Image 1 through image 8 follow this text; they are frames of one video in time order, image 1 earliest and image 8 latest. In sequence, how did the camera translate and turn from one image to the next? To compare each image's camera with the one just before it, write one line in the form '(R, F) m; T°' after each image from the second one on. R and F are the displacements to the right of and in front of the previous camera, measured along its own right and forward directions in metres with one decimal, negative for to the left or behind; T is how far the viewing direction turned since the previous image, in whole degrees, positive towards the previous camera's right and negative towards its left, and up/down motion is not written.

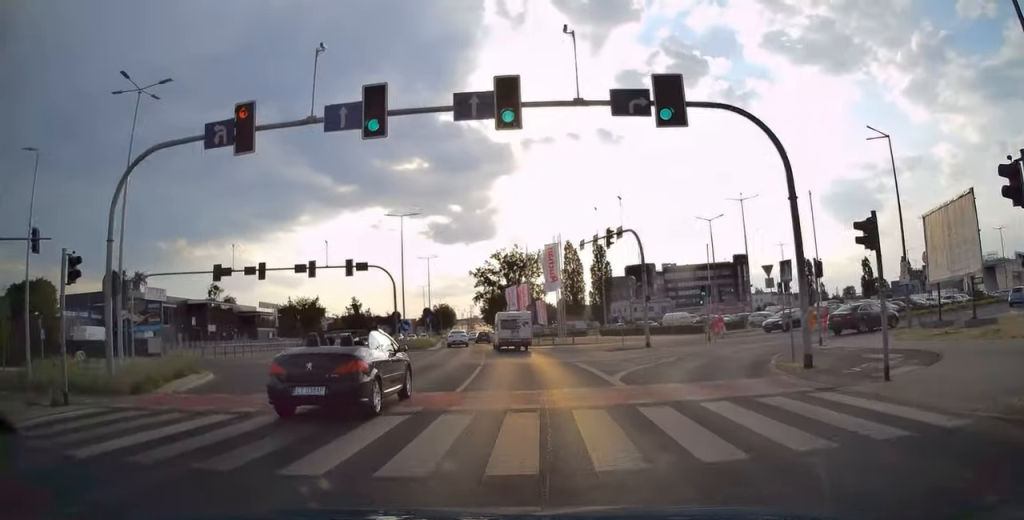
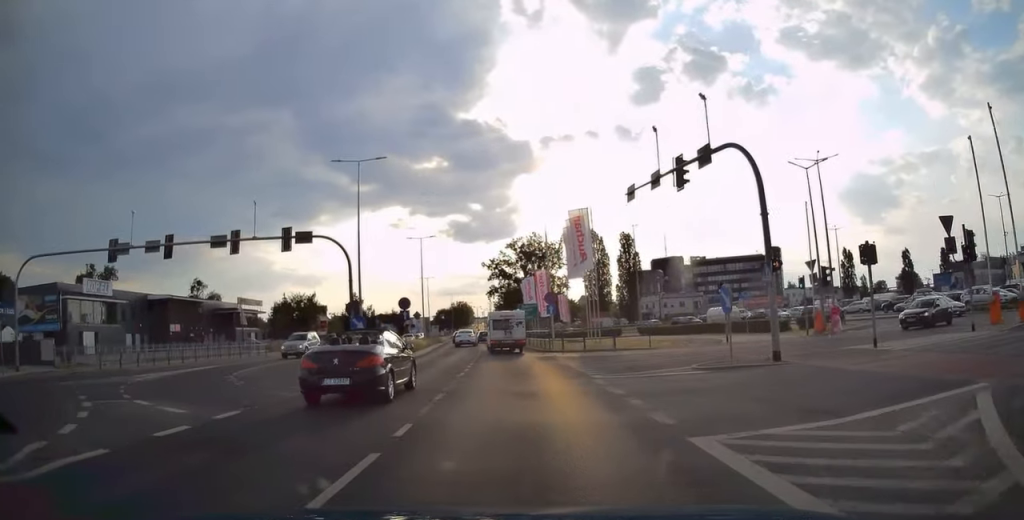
(+0.2, +15.9) m; -2°
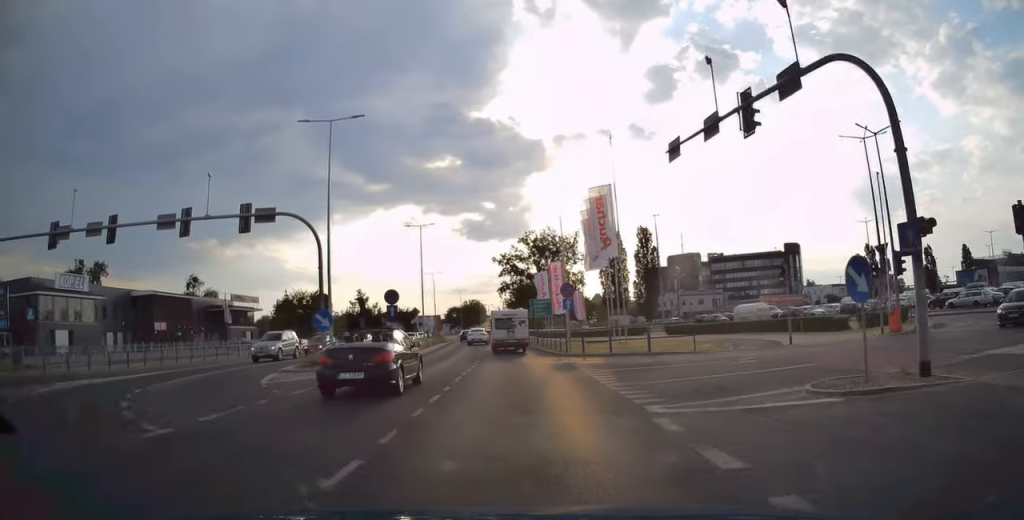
(-0.4, +6.6) m; -1°
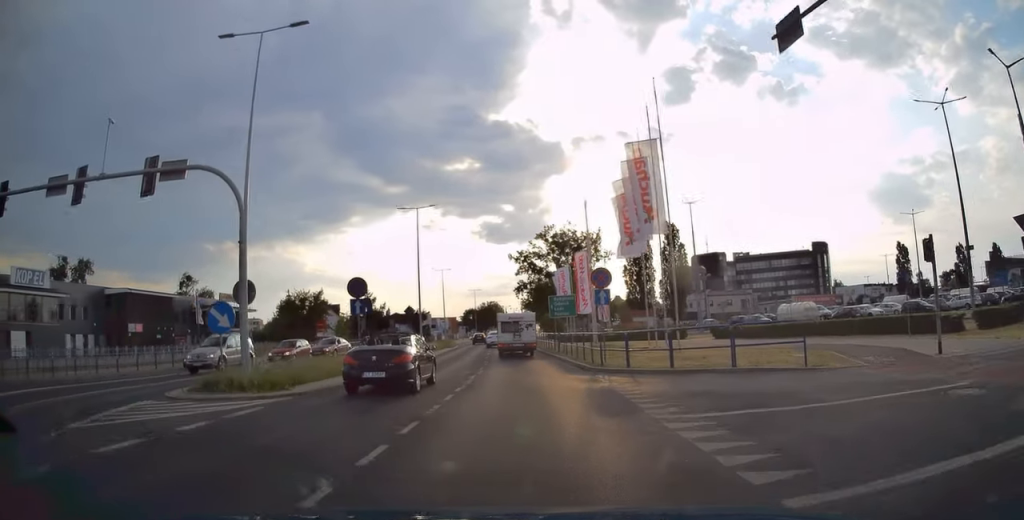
(-0.1, +9.0) m; -1°
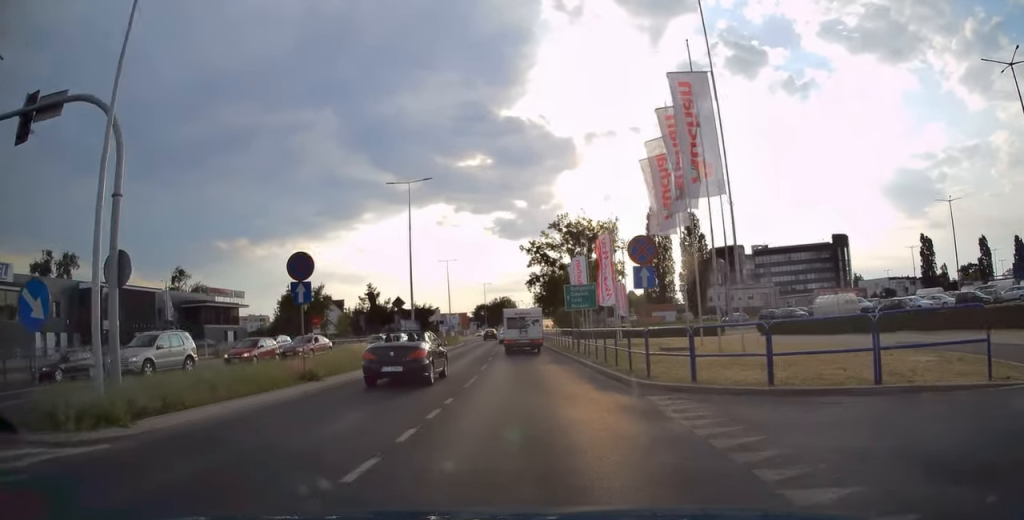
(+0.2, +6.8) m; 0°
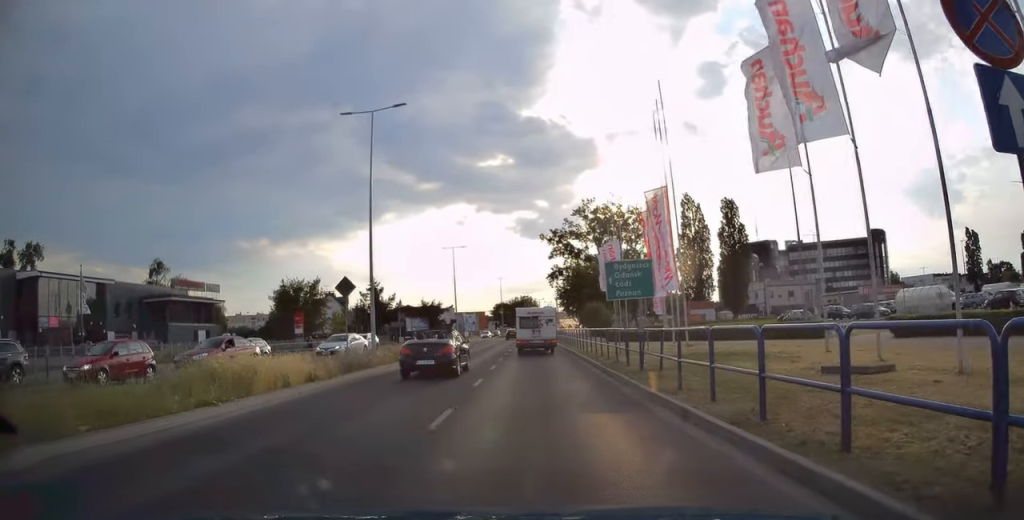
(-0.3, +12.9) m; -4°
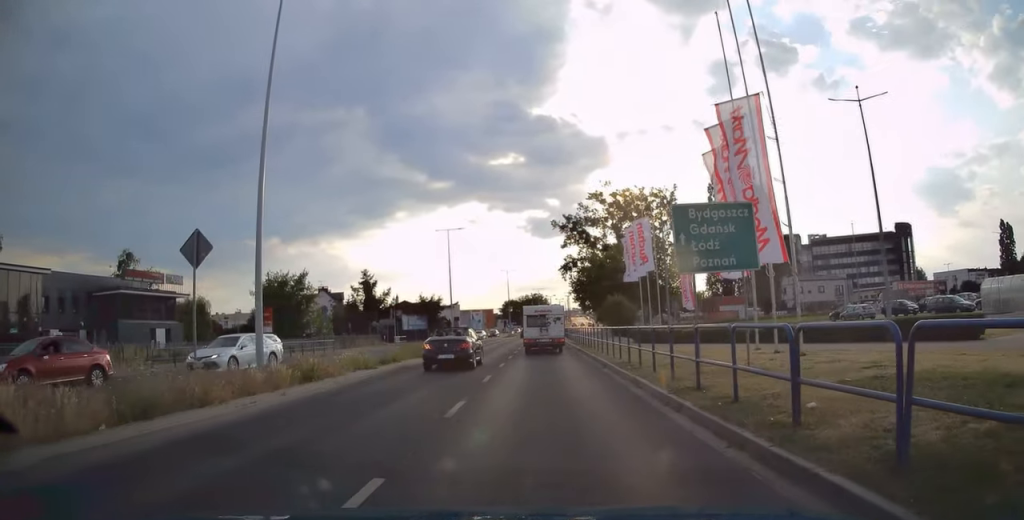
(-0.4, +10.9) m; -1°
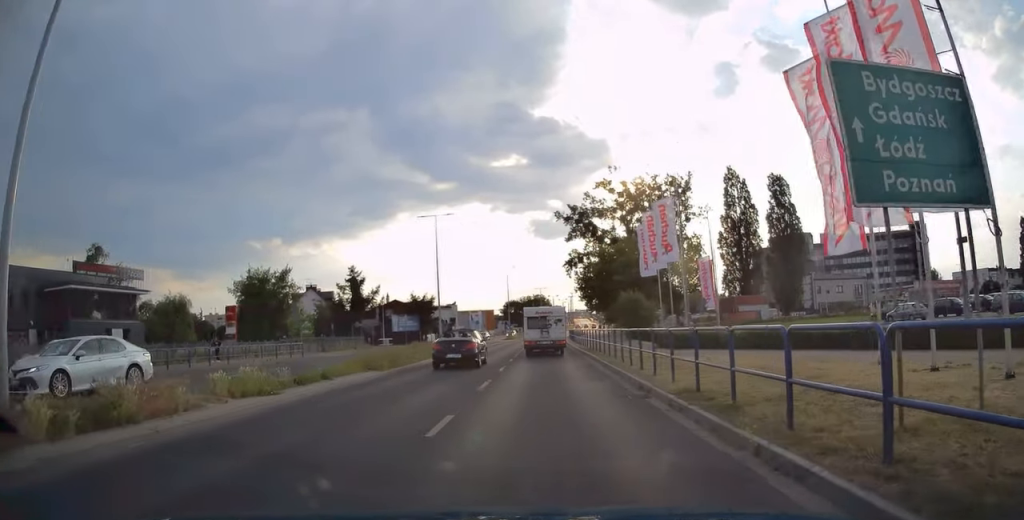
(+0.1, +7.8) m; 0°
